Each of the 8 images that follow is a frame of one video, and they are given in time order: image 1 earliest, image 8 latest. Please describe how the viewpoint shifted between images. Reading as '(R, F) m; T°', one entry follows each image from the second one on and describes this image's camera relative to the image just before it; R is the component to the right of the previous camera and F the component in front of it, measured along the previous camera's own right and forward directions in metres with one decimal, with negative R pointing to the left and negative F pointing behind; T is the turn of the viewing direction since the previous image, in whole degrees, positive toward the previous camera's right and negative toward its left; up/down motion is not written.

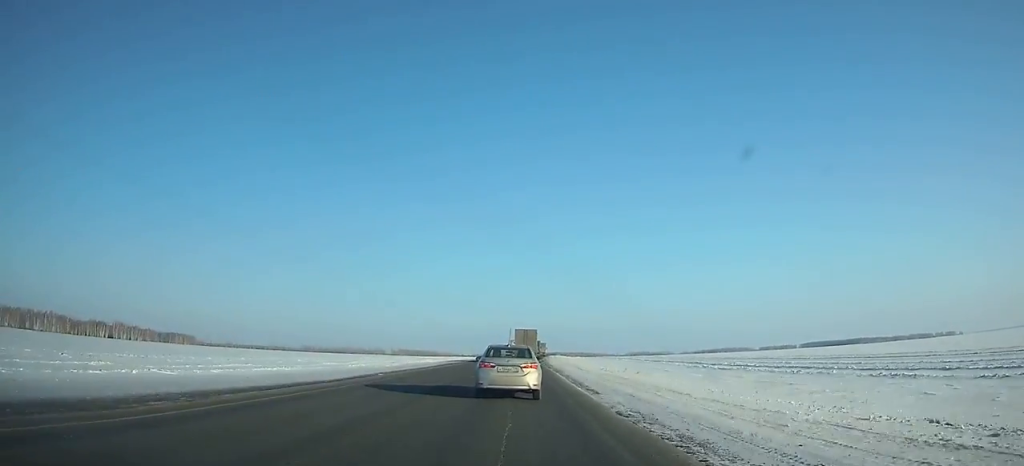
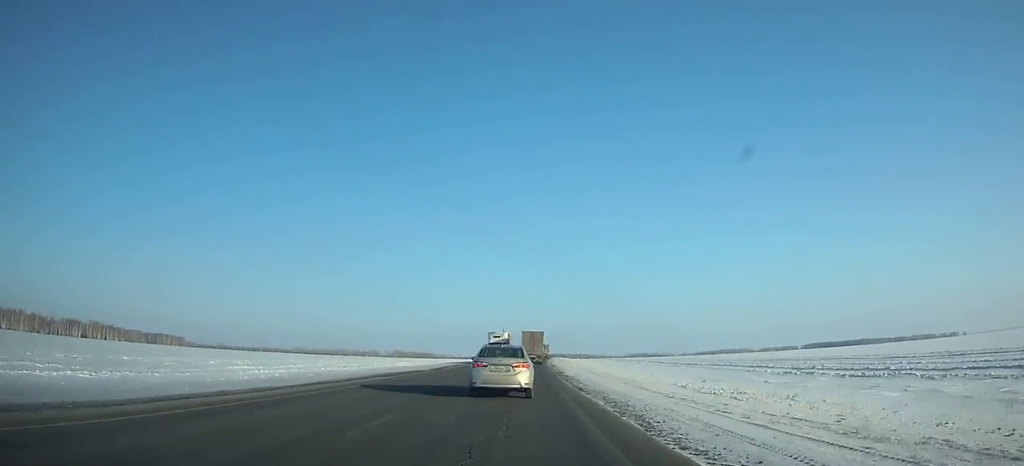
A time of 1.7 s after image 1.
(+0.2, +30.2) m; +1°
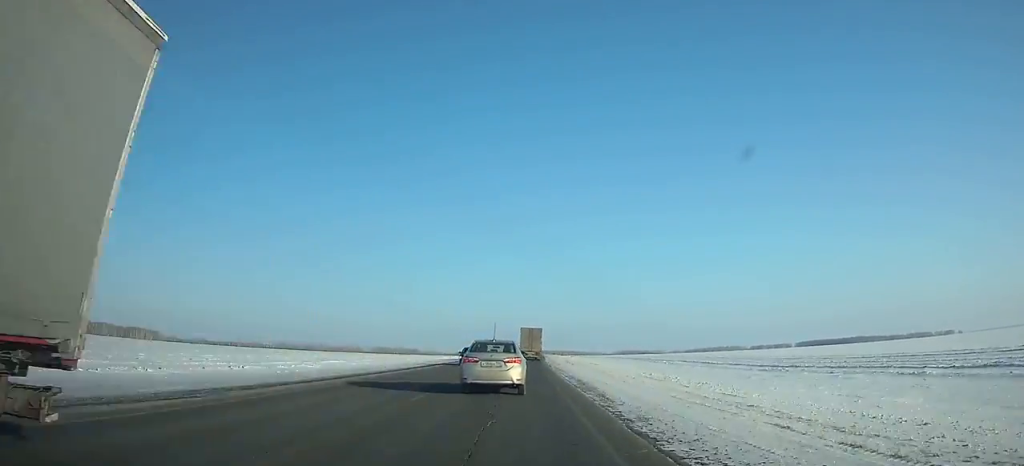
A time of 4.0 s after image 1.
(+0.2, +41.8) m; +1°
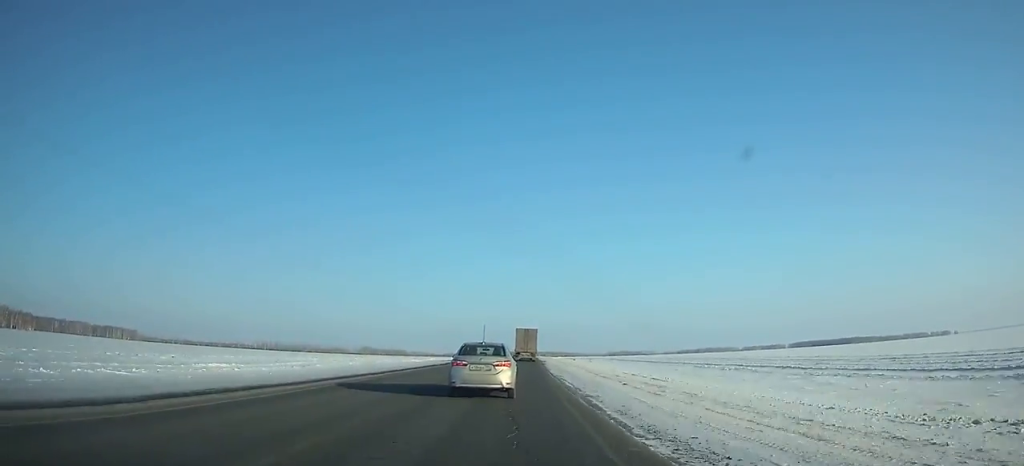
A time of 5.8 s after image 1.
(+0.2, +33.1) m; 0°
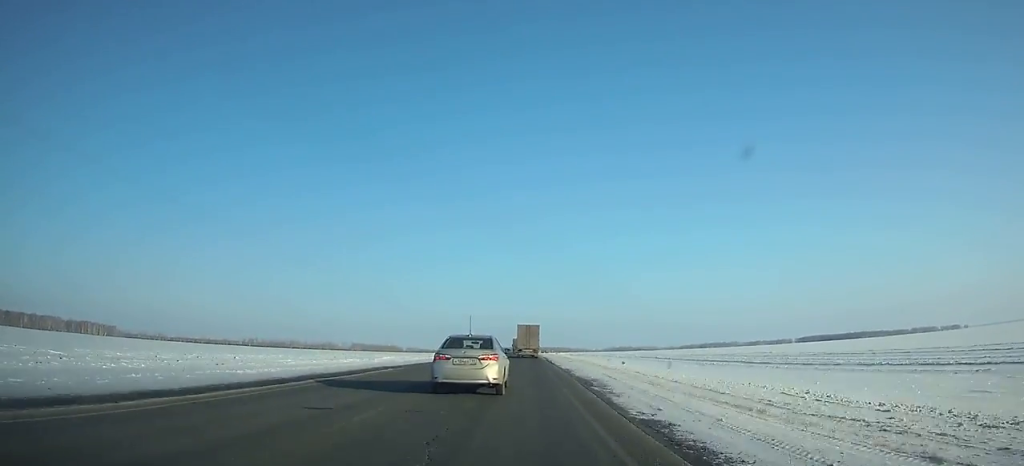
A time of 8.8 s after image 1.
(+0.3, +55.6) m; 0°
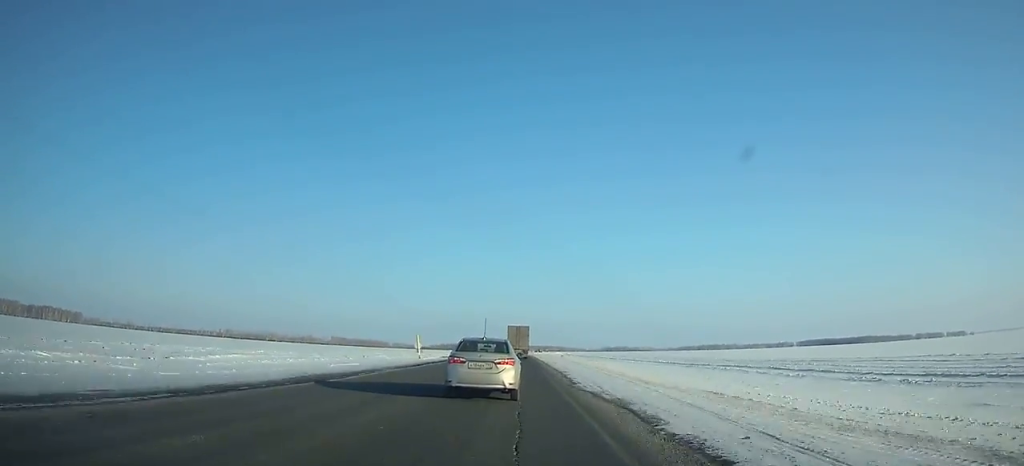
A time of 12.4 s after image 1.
(+0.2, +66.8) m; 0°
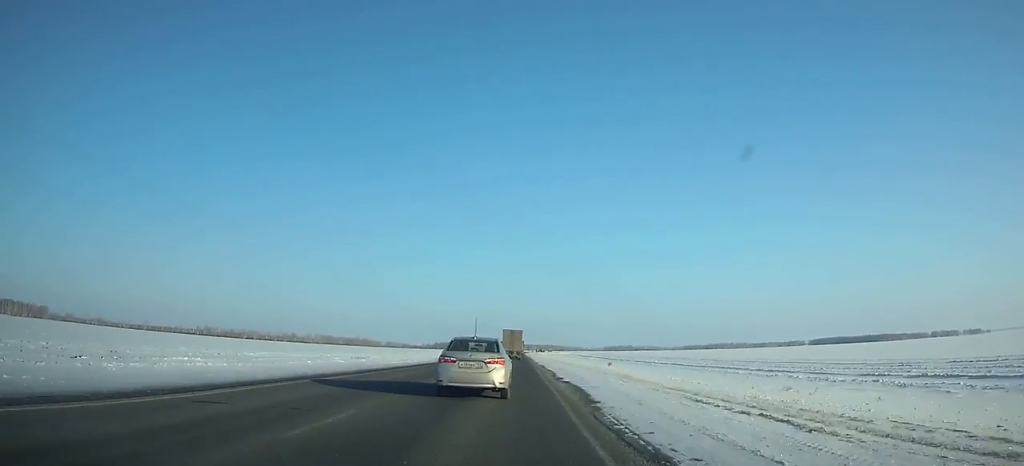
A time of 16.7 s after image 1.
(+0.1, +79.5) m; 0°
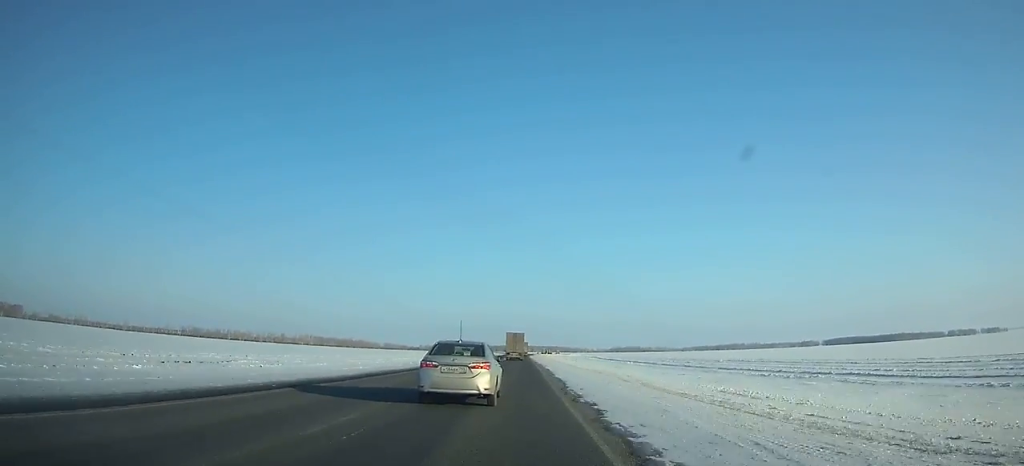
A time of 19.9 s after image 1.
(-0.1, +59.2) m; 0°
